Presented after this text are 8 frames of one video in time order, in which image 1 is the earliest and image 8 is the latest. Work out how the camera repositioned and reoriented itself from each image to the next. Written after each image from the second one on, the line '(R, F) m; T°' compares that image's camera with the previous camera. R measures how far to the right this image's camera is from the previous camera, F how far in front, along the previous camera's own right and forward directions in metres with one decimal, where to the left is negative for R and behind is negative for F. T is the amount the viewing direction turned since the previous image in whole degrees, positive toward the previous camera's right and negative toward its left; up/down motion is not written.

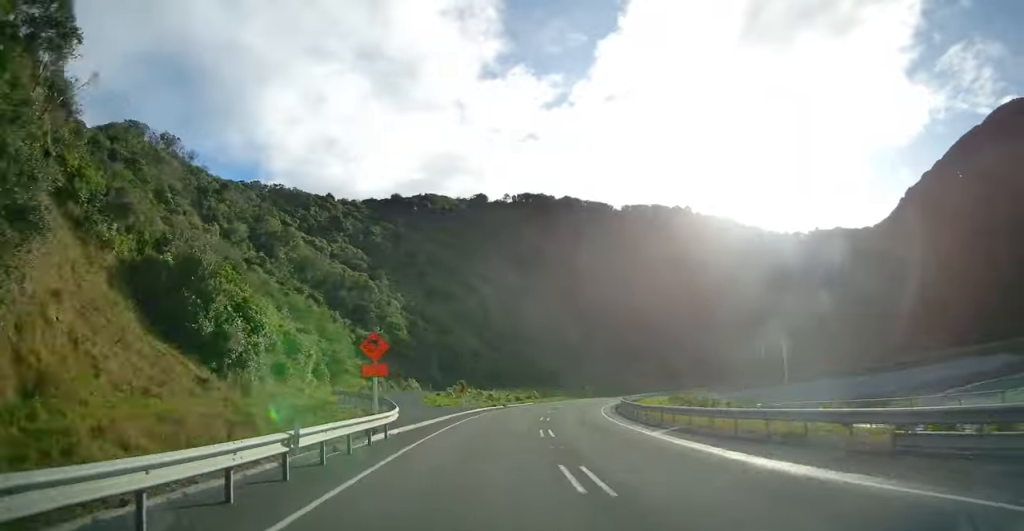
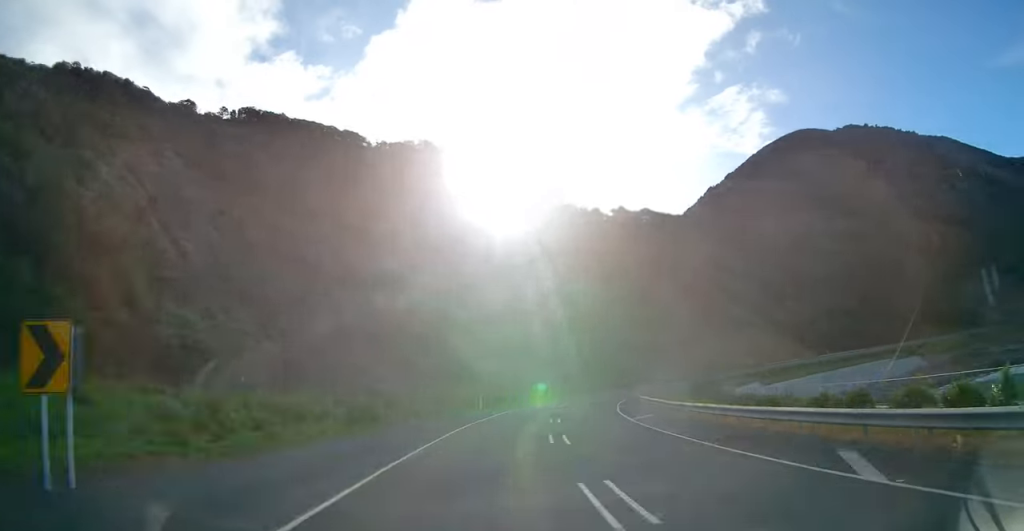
(+15.8, +89.6) m; +24°
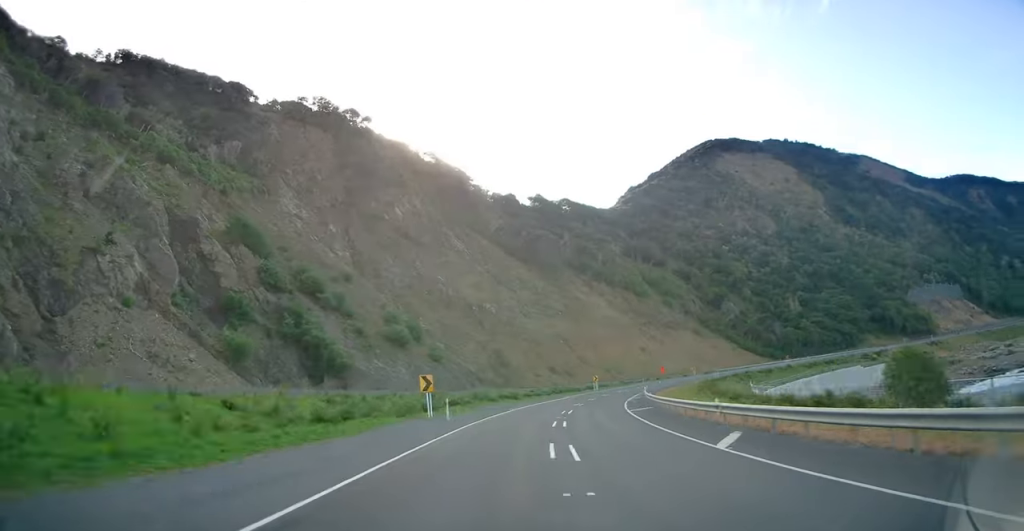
(+2.7, +34.4) m; +12°
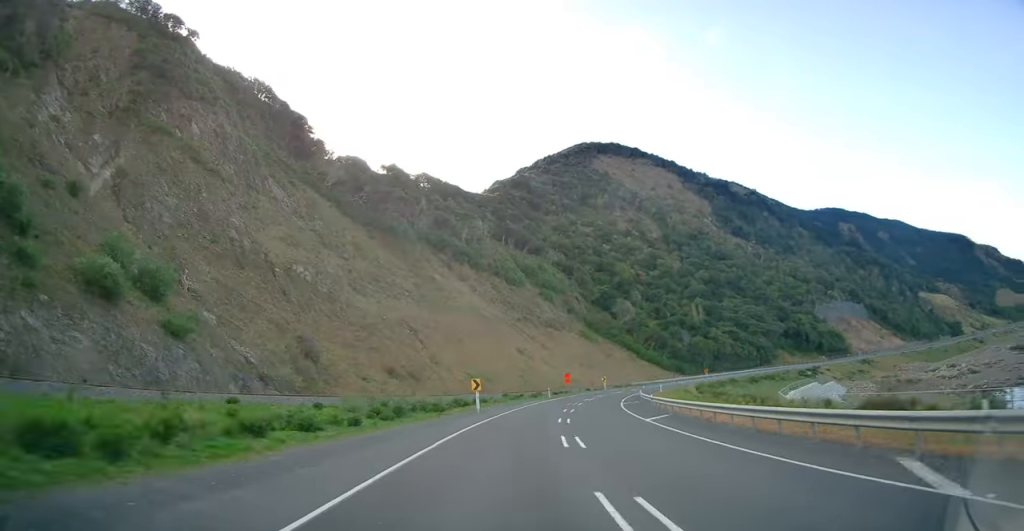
(+7.8, +47.3) m; +16°
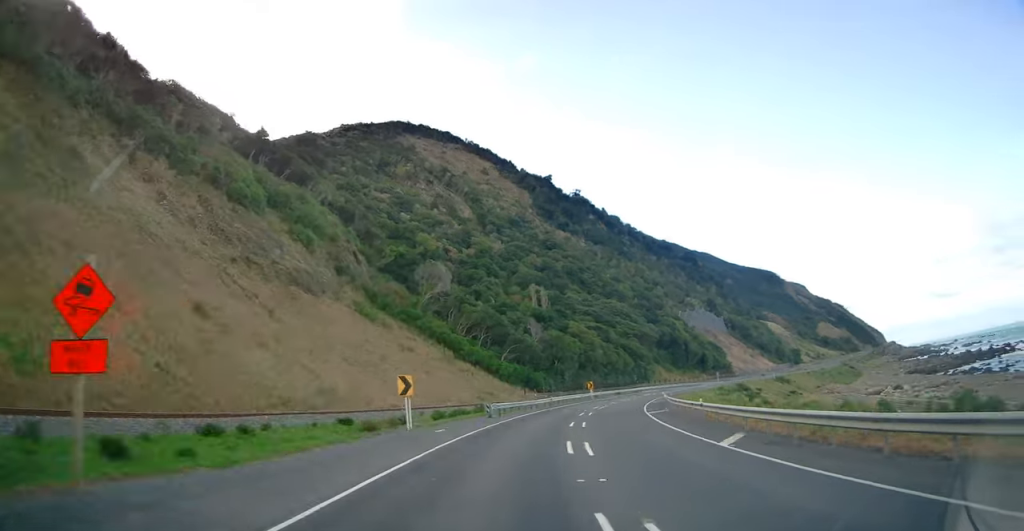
(+12.3, +69.2) m; +23°
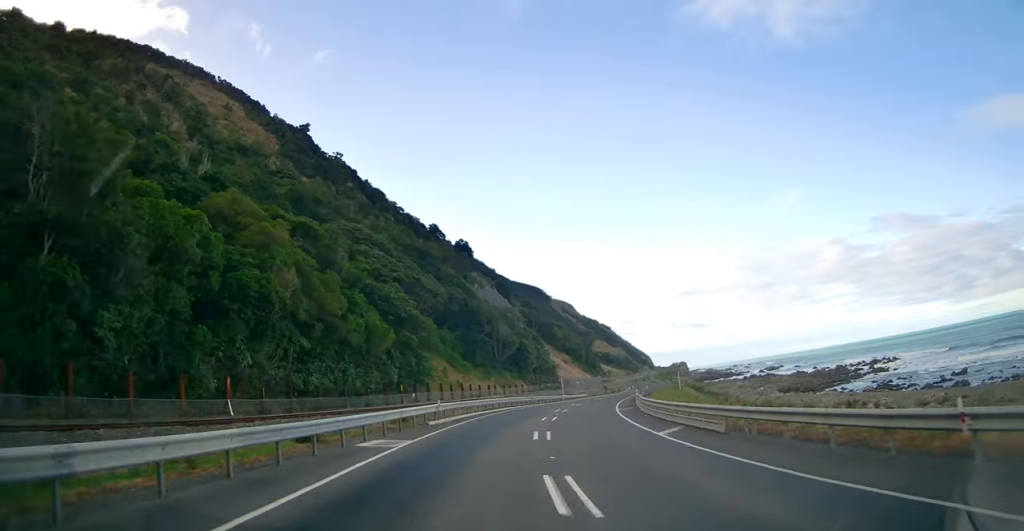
(+16.8, +74.0) m; +24°
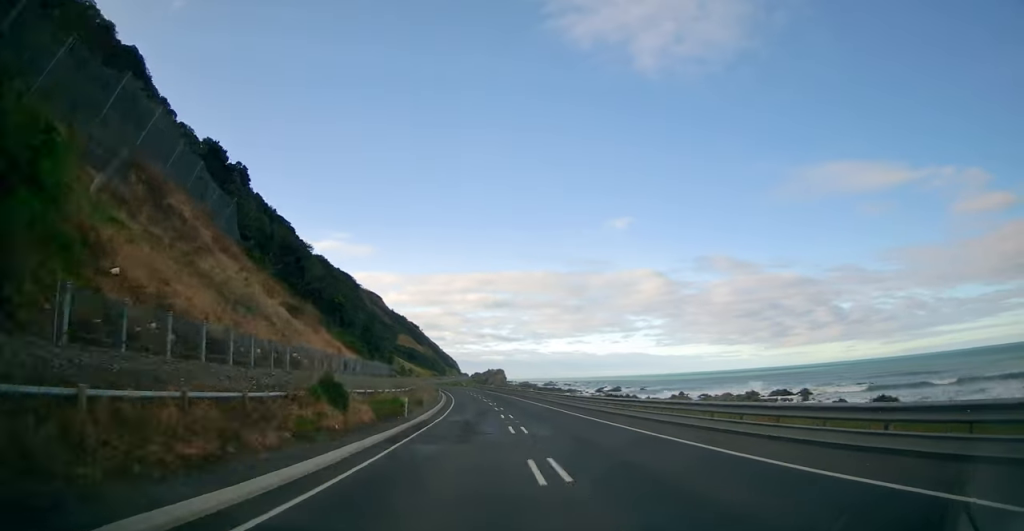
(+18.1, +96.4) m; +12°
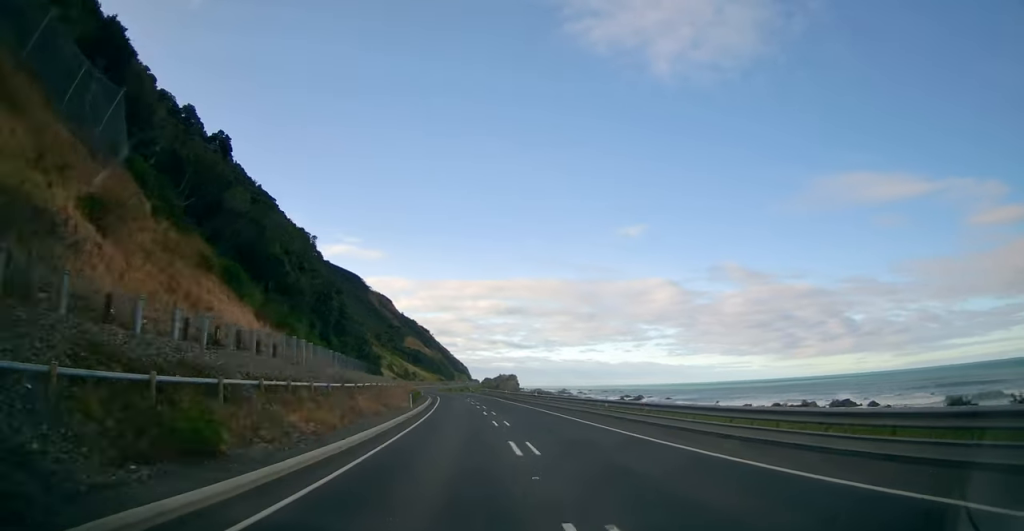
(+0.6, +36.3) m; -1°
